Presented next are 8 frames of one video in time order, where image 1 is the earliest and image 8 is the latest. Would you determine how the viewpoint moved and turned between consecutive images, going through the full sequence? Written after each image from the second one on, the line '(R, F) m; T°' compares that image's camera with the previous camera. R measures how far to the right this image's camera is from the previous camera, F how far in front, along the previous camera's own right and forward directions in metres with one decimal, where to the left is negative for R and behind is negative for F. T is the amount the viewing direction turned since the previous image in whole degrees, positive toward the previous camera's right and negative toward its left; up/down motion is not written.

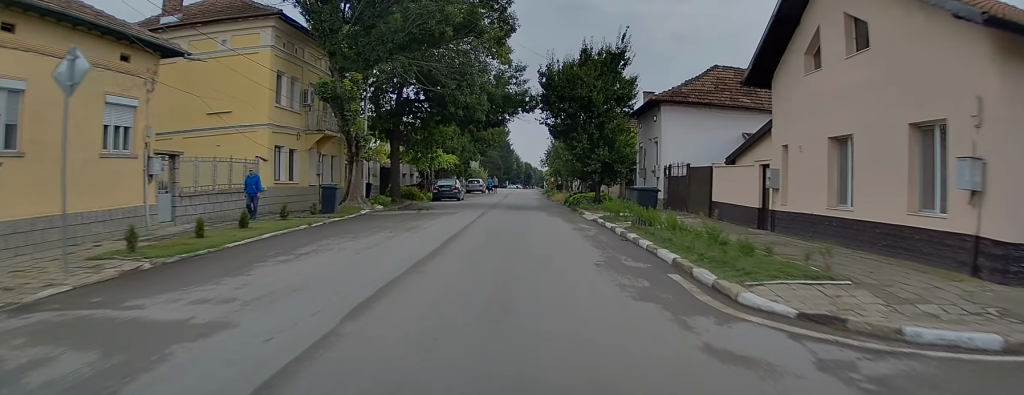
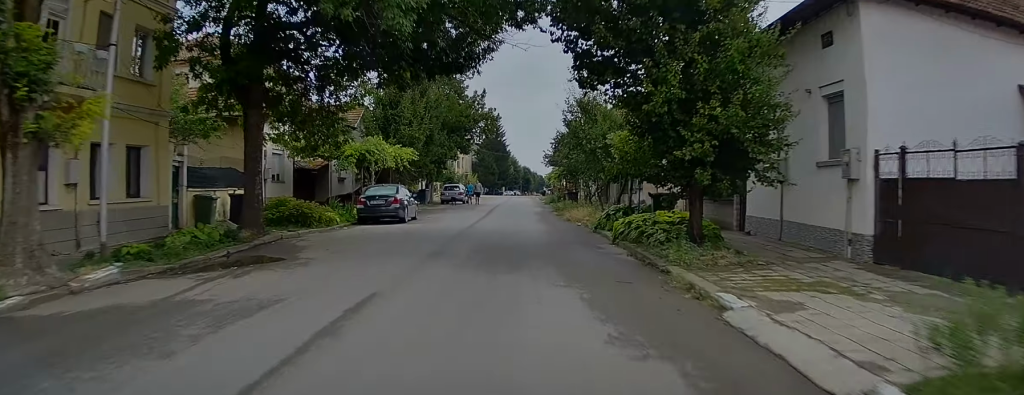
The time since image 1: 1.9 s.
(+0.7, +18.9) m; +1°
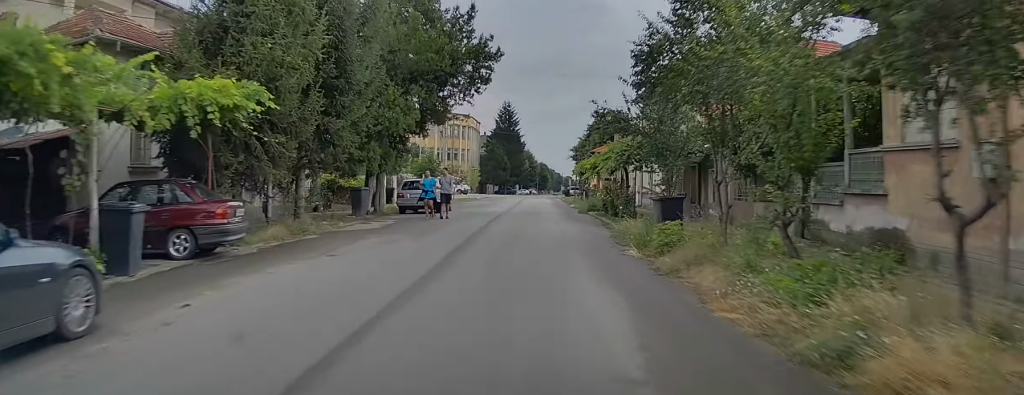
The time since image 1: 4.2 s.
(-0.8, +22.5) m; -2°
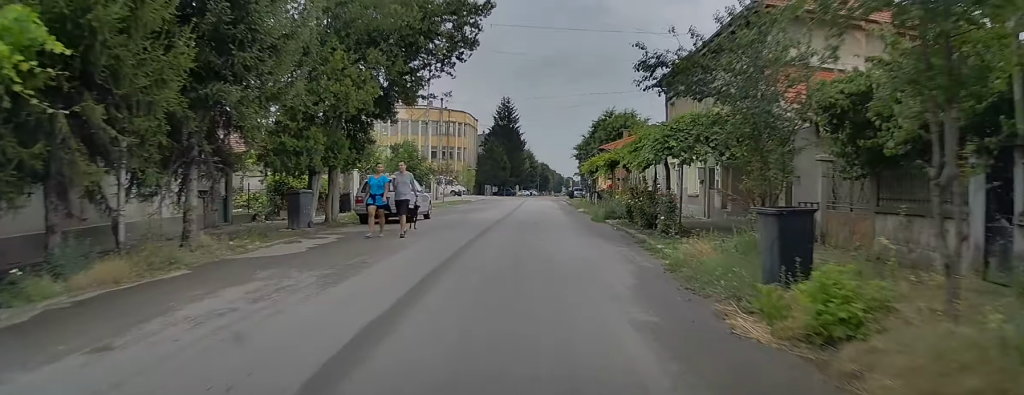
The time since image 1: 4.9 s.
(0.0, +7.1) m; 0°
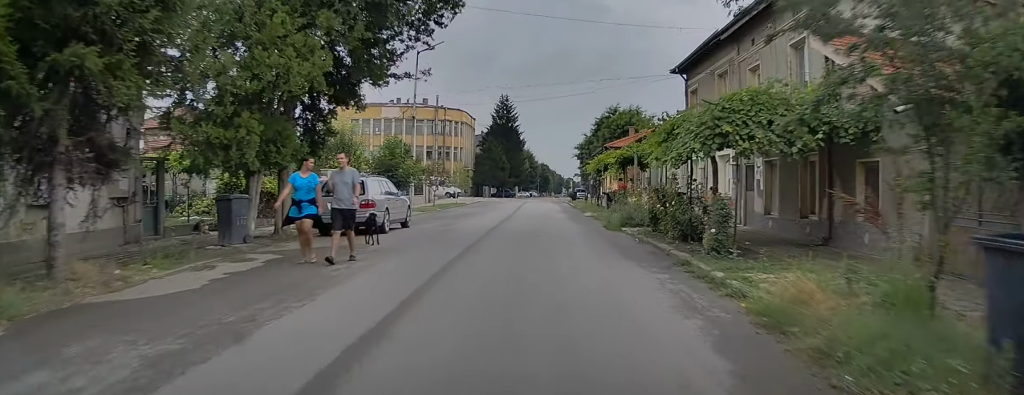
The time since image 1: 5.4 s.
(0.0, +4.5) m; 0°
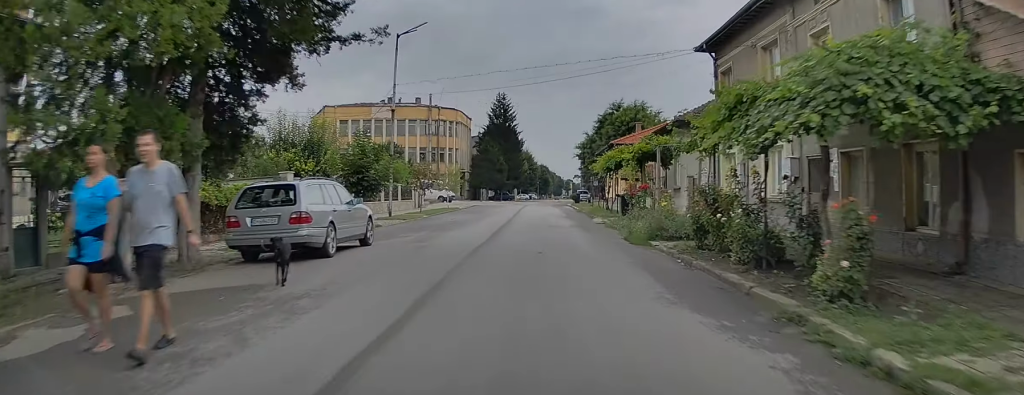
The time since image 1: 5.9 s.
(0.0, +5.1) m; -1°
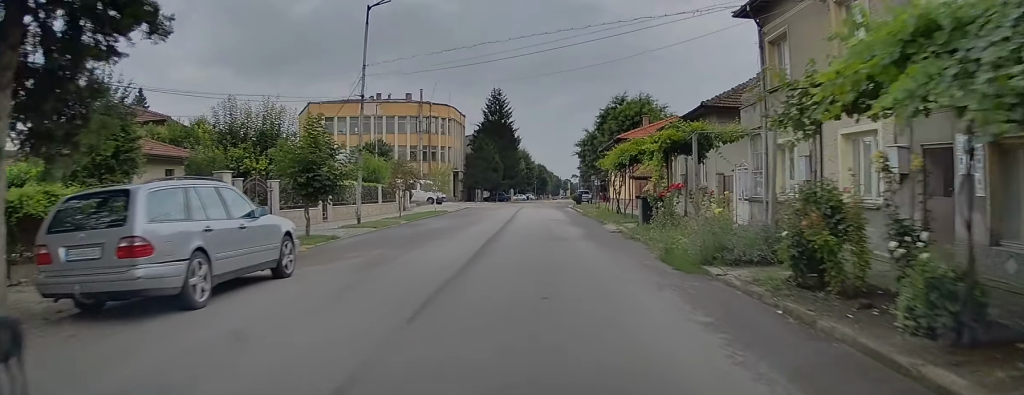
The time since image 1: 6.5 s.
(+0.1, +5.4) m; -2°
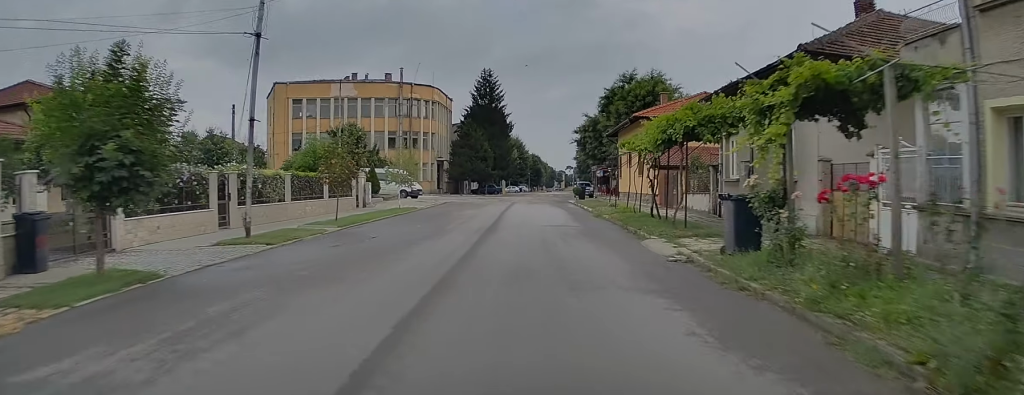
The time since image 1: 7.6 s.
(-0.4, +9.8) m; -1°
